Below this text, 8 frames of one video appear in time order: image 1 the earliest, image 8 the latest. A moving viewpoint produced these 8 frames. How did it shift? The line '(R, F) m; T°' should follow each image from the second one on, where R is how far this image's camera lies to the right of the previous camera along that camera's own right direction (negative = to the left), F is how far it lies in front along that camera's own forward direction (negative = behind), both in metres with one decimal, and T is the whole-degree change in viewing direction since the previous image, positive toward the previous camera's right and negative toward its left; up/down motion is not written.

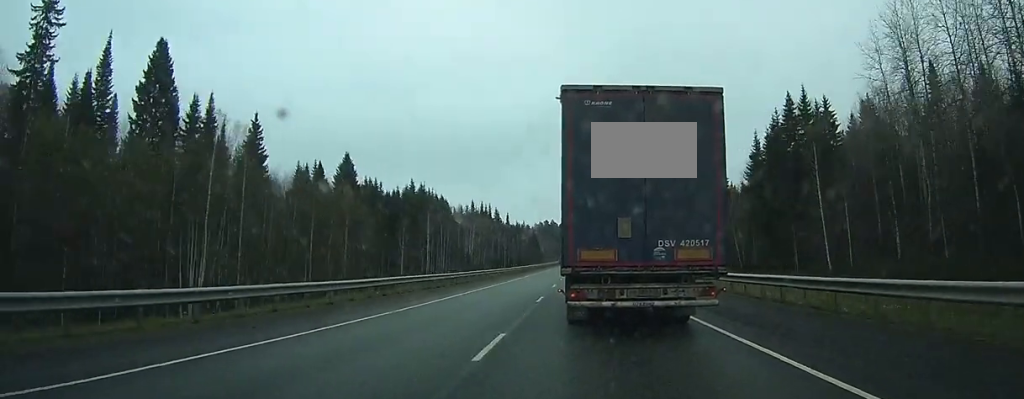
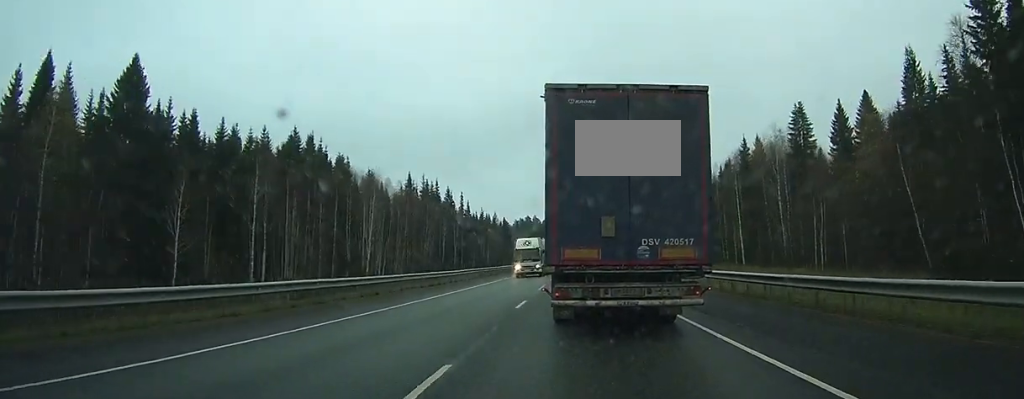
(+0.1, +64.0) m; 0°
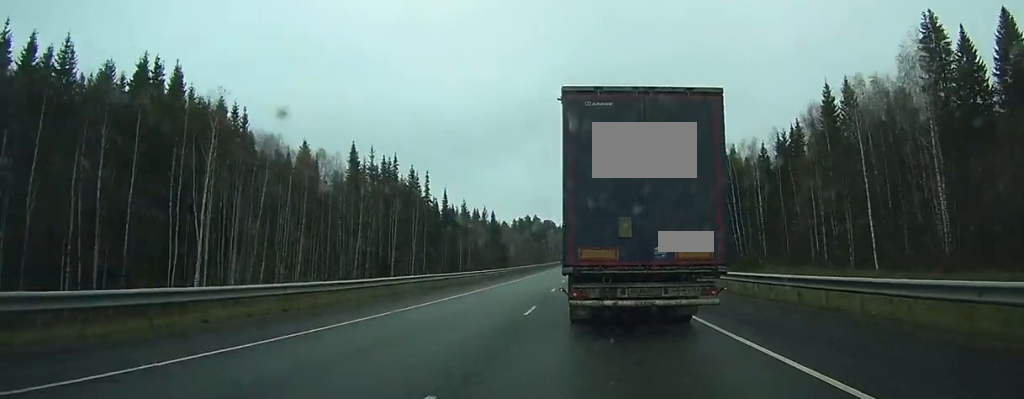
(+0.2, +37.9) m; +1°
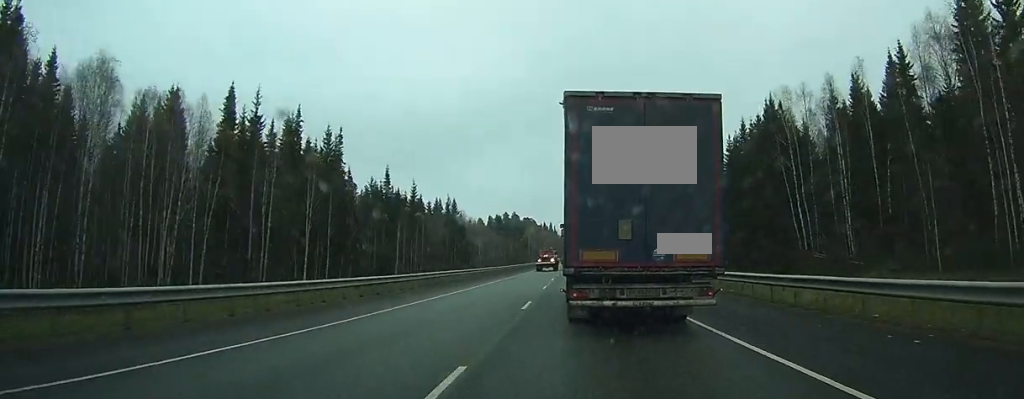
(+0.2, +34.6) m; +1°
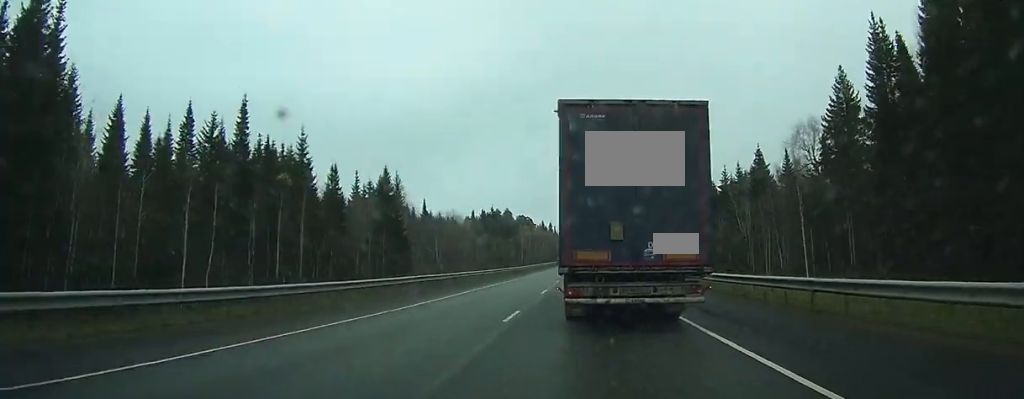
(+0.3, +51.5) m; +1°
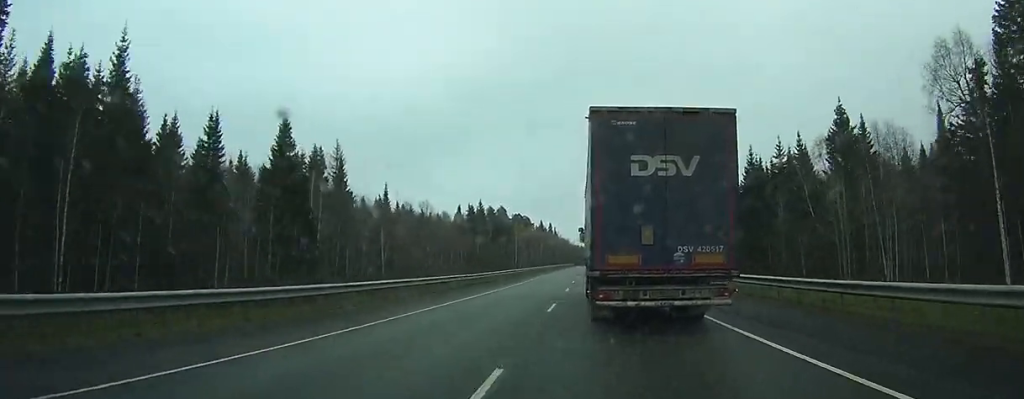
(0.0, +32.7) m; +1°
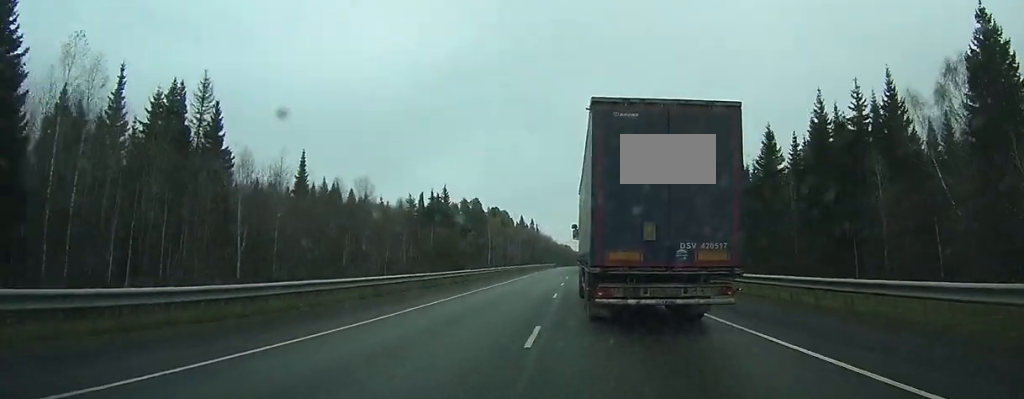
(+0.2, +30.8) m; 0°
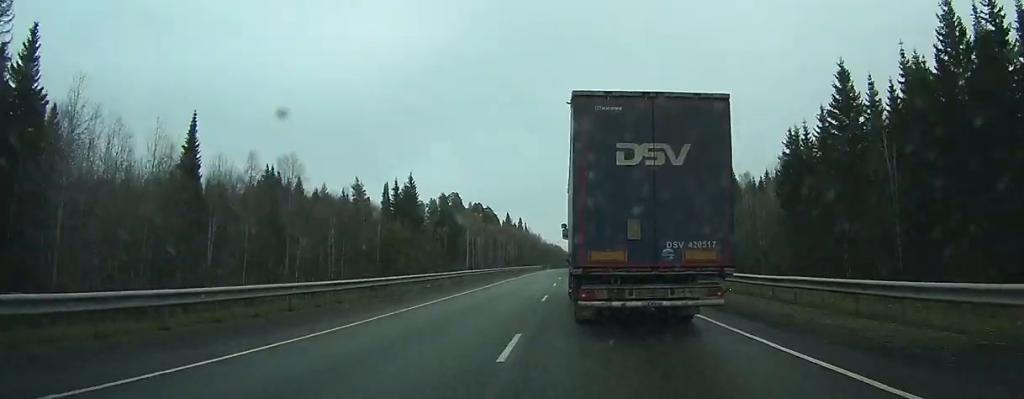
(+0.1, +24.4) m; 0°
